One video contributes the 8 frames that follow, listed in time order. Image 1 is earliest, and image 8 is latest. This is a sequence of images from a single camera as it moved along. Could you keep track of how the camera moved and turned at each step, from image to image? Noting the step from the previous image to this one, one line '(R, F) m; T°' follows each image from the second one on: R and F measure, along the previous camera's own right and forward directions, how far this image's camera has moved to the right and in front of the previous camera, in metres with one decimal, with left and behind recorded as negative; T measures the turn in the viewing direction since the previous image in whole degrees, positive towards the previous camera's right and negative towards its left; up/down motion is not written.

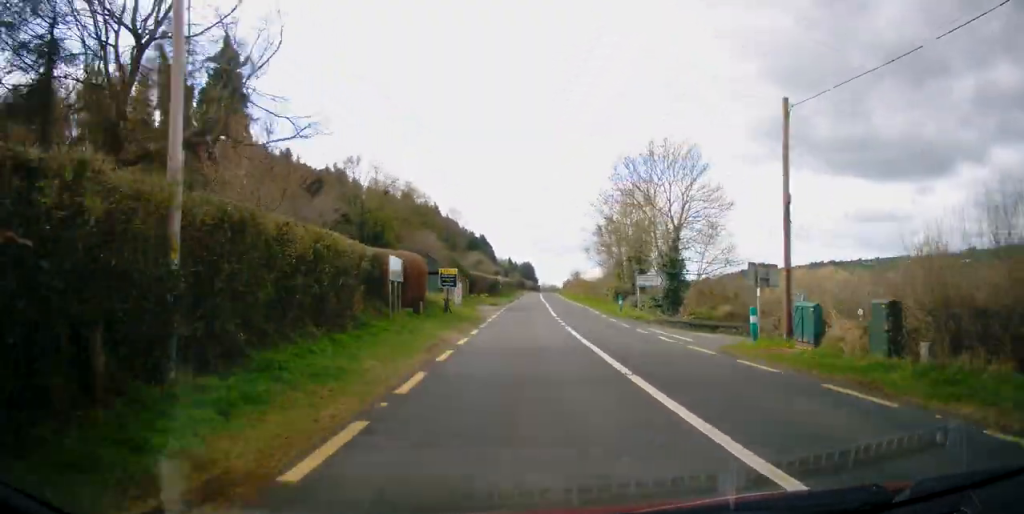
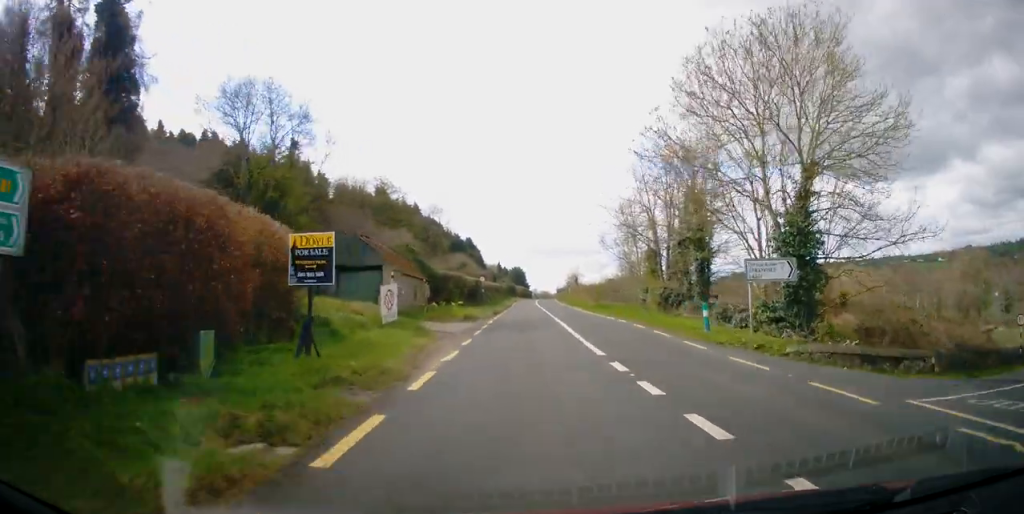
(+0.2, +19.1) m; +1°
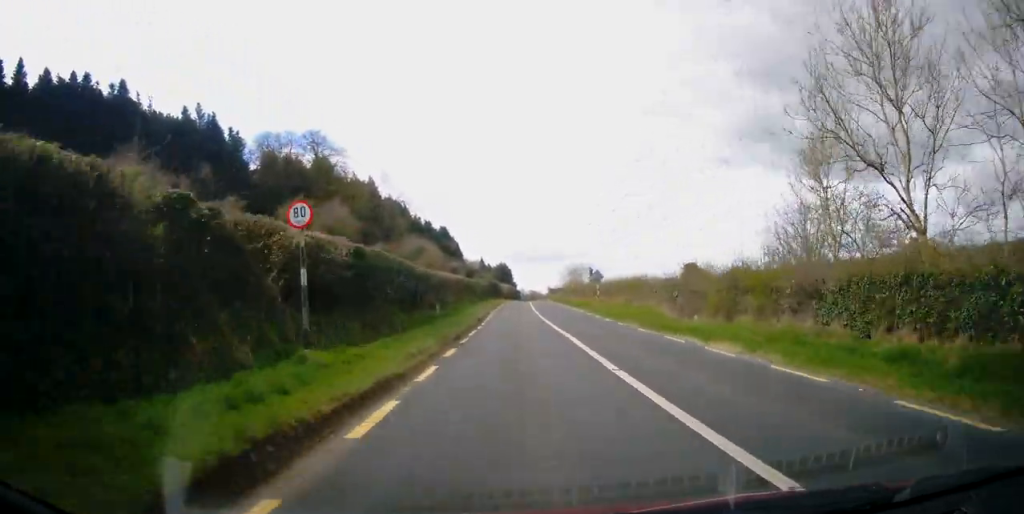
(+0.3, +38.2) m; +1°
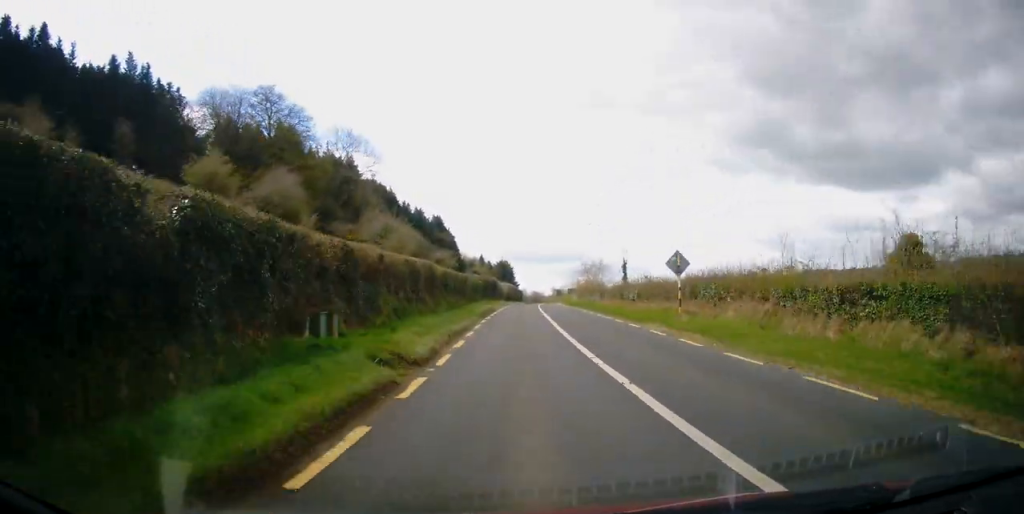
(+0.3, +21.2) m; 0°
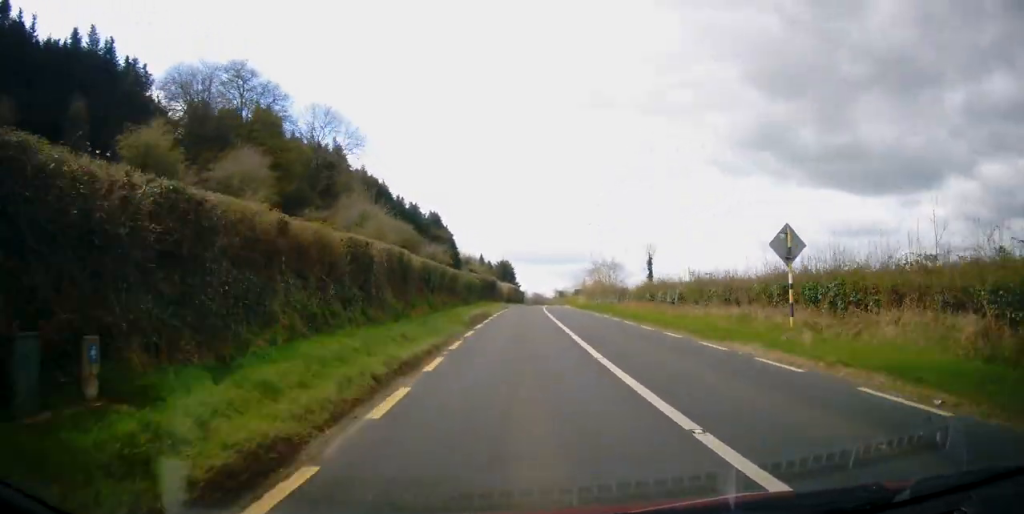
(-0.2, +9.5) m; 0°
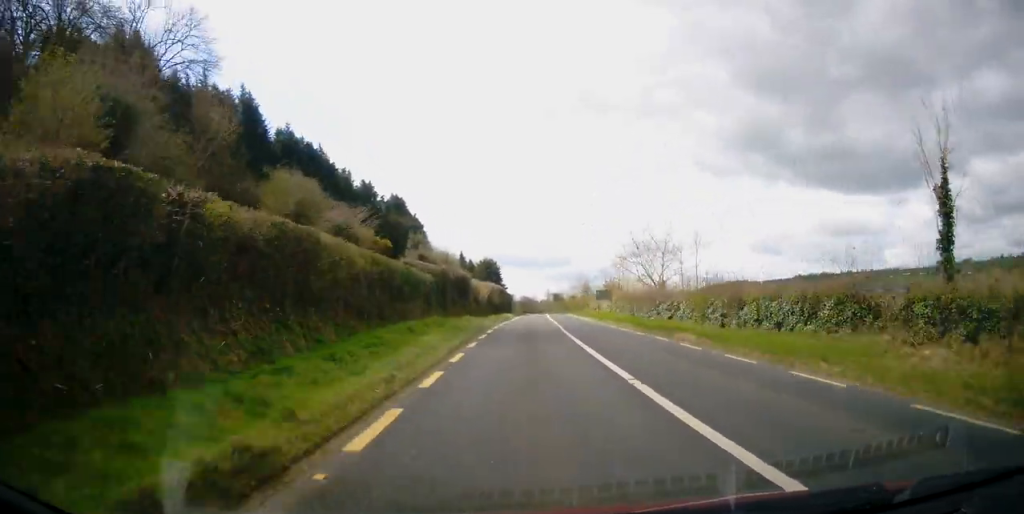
(+0.4, +32.7) m; +1°
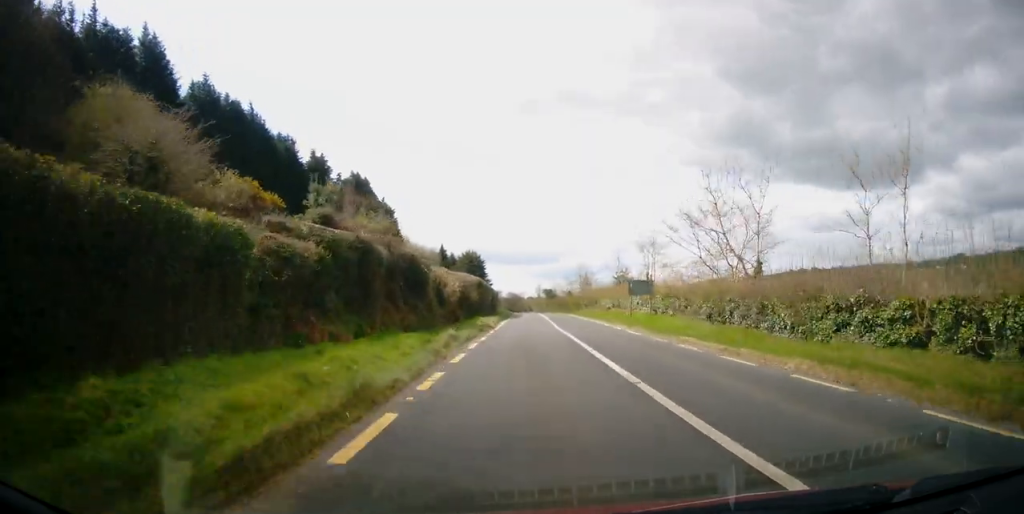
(0.0, +20.2) m; 0°
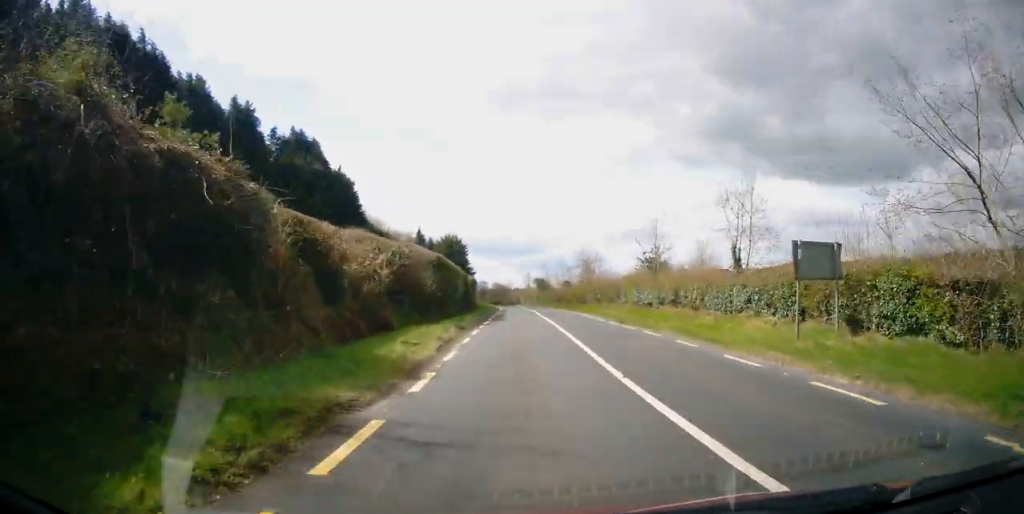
(0.0, +21.5) m; +1°
